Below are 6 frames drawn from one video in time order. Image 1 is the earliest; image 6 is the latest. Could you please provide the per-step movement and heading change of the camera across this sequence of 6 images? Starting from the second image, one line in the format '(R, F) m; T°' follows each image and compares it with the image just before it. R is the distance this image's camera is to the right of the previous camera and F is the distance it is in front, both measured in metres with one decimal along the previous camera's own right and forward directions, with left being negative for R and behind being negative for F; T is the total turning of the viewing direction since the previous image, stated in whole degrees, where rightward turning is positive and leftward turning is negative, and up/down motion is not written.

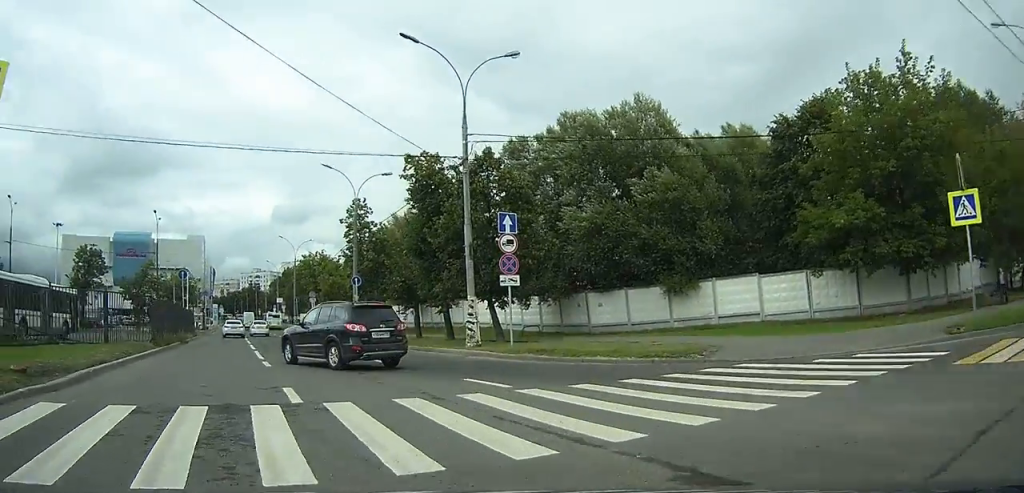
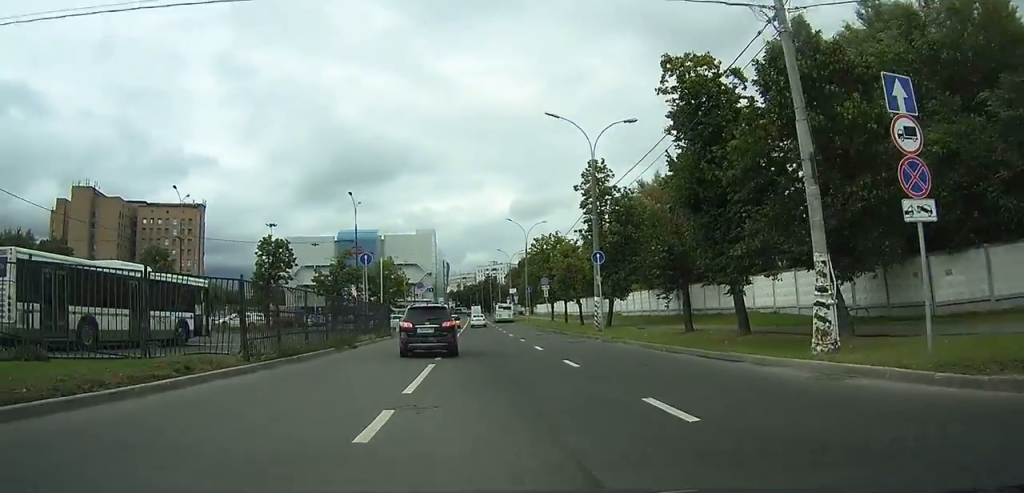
(-3.1, +10.4) m; -30°
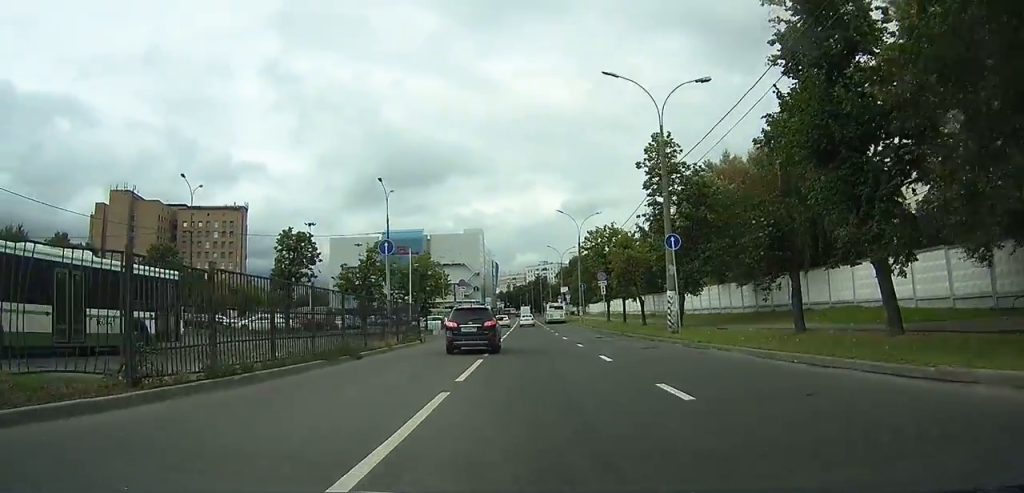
(-0.6, +6.0) m; -8°
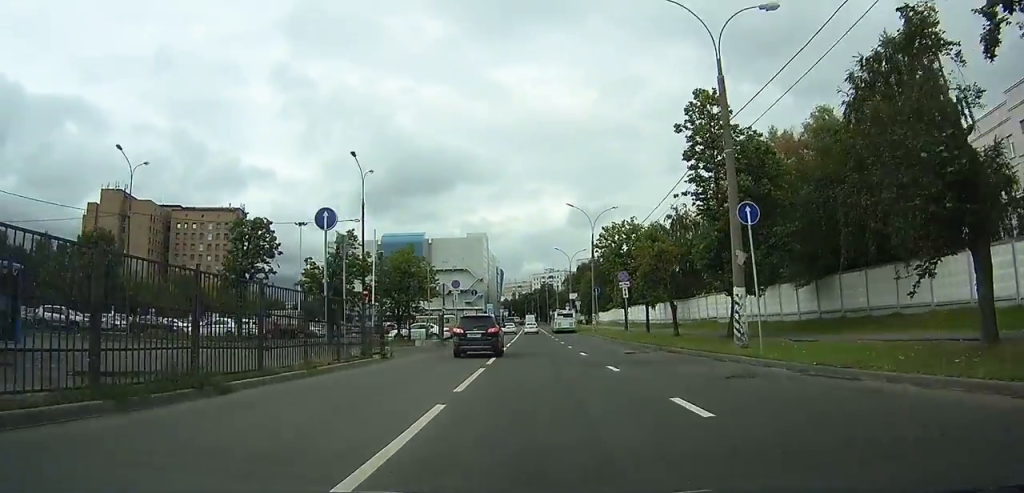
(-0.6, +8.3) m; -6°
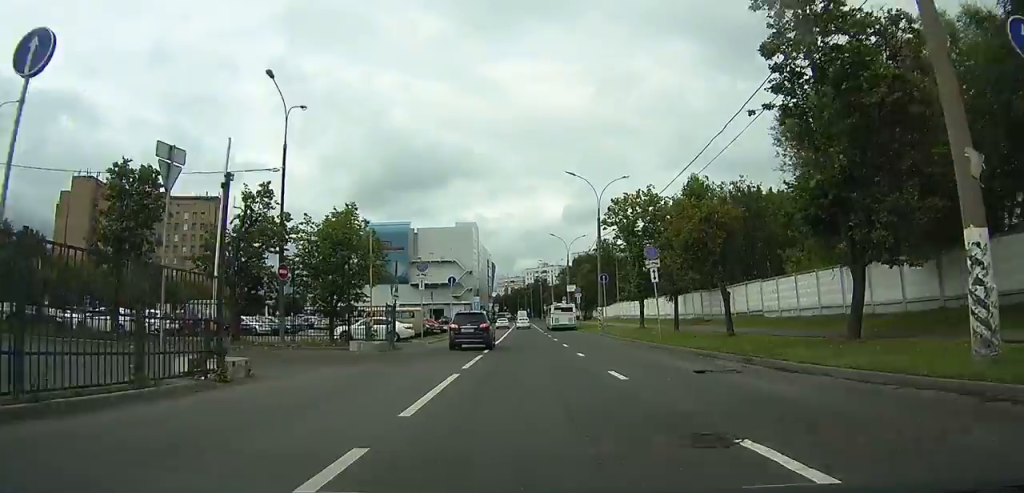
(-0.4, +11.3) m; -1°
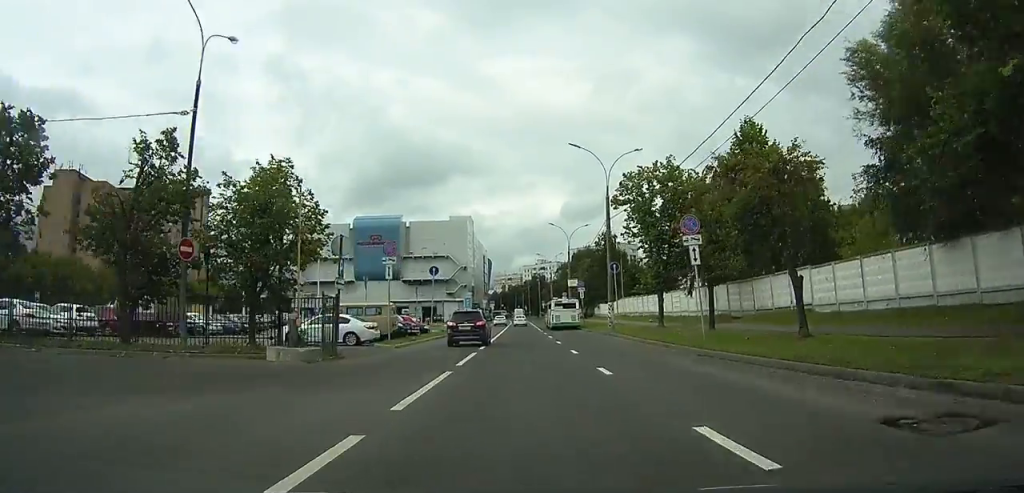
(0.0, +7.4) m; +1°
